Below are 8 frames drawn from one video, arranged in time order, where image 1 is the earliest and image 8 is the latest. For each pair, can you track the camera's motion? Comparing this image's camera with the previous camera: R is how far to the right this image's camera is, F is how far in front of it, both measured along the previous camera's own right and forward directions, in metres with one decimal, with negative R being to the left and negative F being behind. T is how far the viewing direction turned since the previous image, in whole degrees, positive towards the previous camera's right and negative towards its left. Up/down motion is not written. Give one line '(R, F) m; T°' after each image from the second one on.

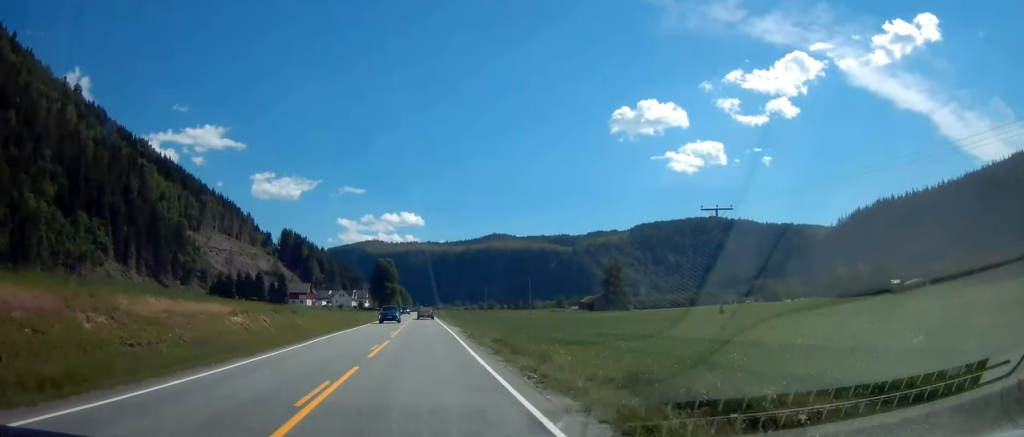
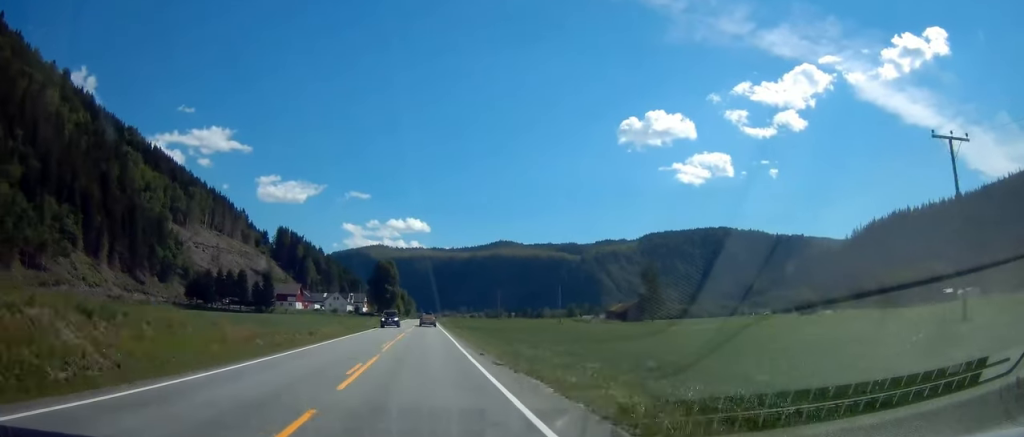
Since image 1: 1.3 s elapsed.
(+0.2, +29.8) m; 0°
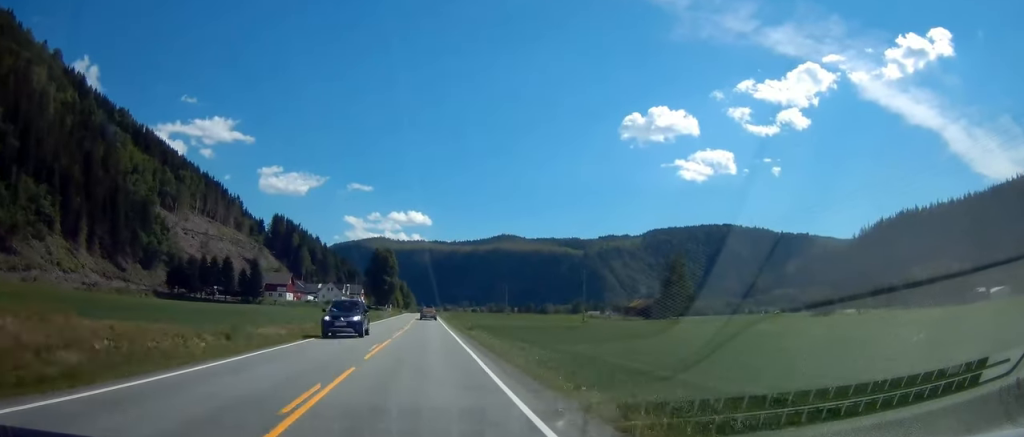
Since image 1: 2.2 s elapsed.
(-0.2, +18.9) m; 0°
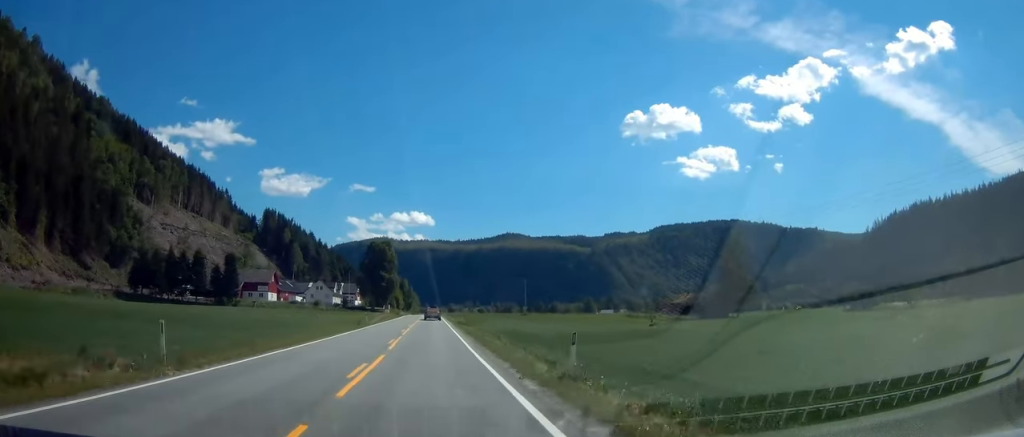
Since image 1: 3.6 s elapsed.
(-0.2, +32.9) m; 0°
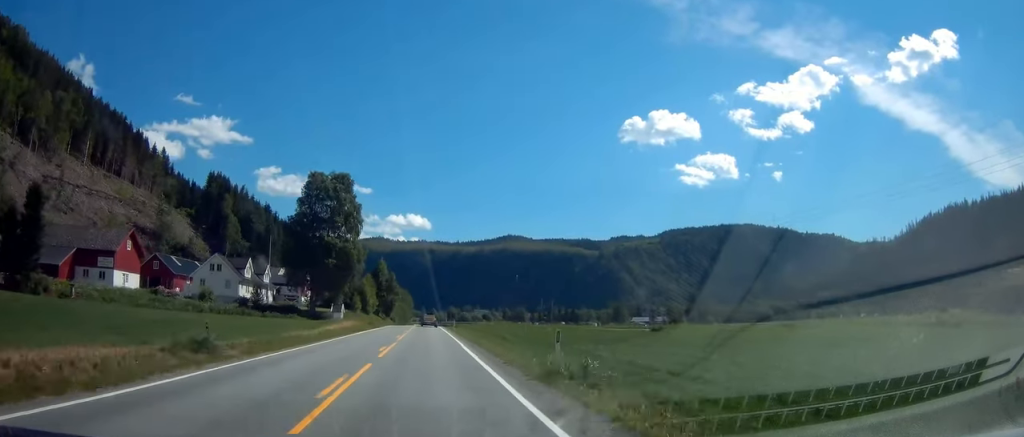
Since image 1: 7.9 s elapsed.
(-0.1, +101.1) m; 0°
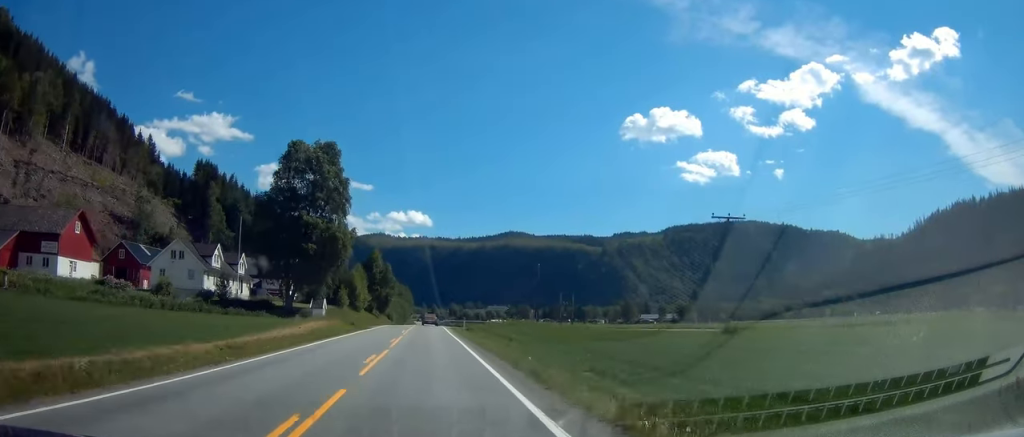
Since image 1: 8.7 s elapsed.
(0.0, +16.9) m; 0°
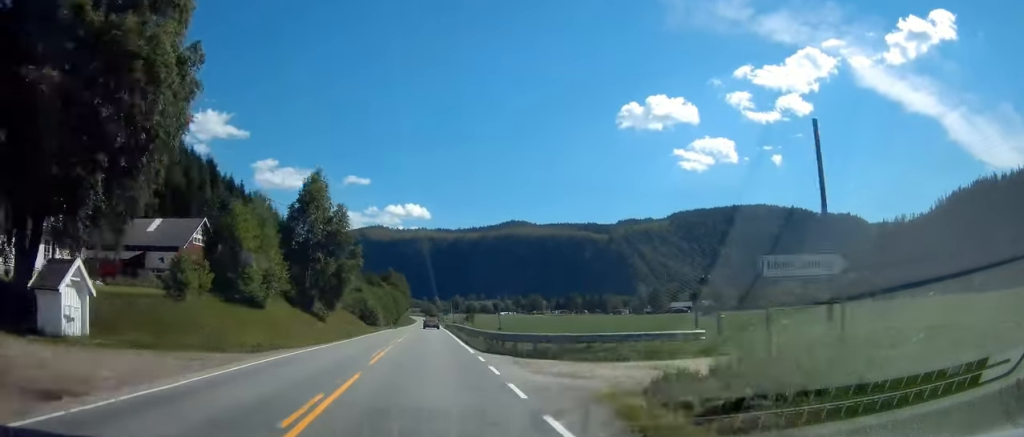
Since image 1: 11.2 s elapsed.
(-0.6, +56.7) m; 0°
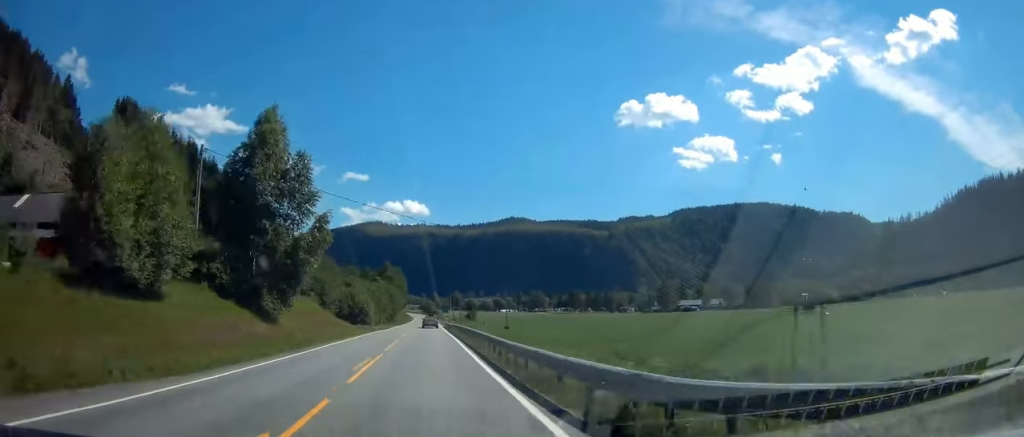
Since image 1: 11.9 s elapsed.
(+0.1, +15.8) m; 0°
